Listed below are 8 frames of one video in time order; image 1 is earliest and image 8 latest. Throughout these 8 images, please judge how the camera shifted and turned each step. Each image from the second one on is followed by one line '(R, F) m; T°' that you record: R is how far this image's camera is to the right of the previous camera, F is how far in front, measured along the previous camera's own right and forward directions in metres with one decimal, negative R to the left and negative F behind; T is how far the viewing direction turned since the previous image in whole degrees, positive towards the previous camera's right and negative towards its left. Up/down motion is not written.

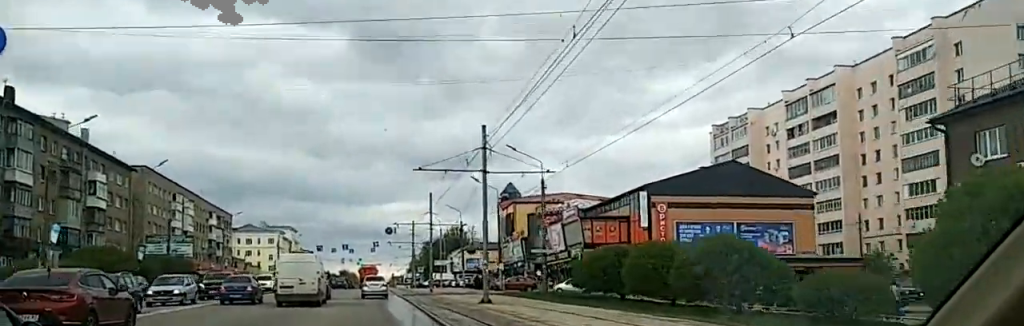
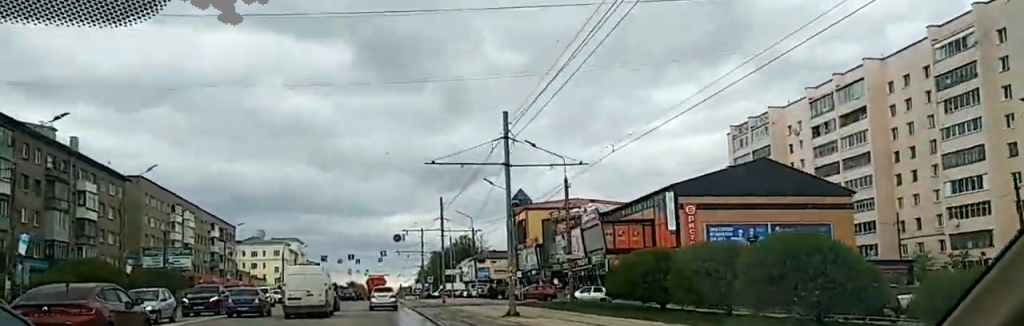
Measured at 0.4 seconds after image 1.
(-0.1, +5.7) m; 0°
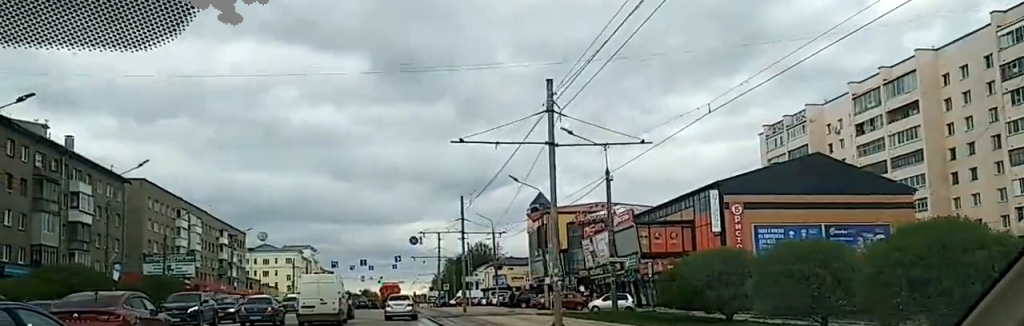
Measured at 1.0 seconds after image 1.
(+0.1, +7.2) m; 0°
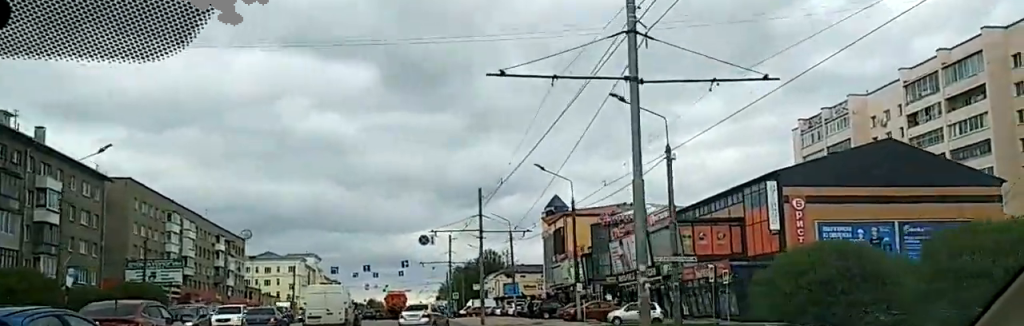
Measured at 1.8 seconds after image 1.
(+0.1, +9.6) m; 0°
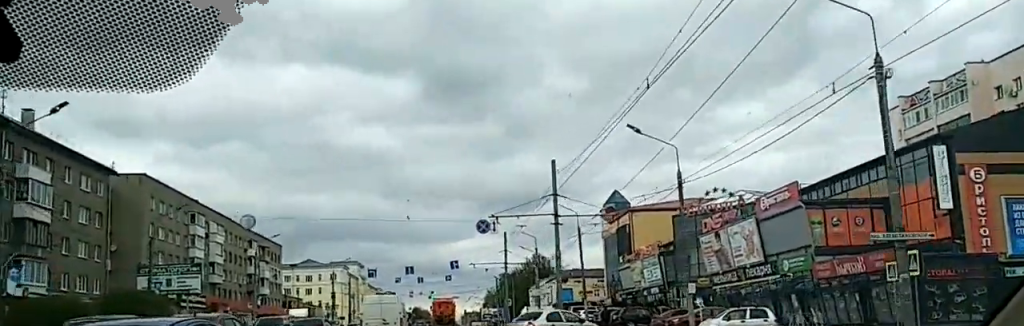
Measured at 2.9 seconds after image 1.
(-0.2, +13.5) m; -1°
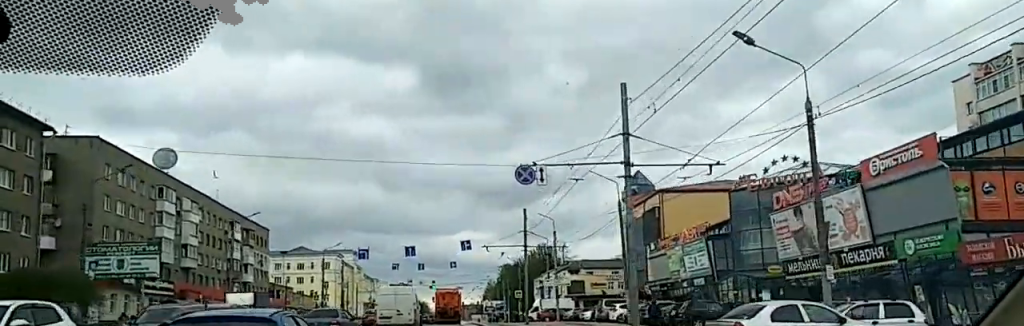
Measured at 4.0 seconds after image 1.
(-0.2, +12.9) m; -1°
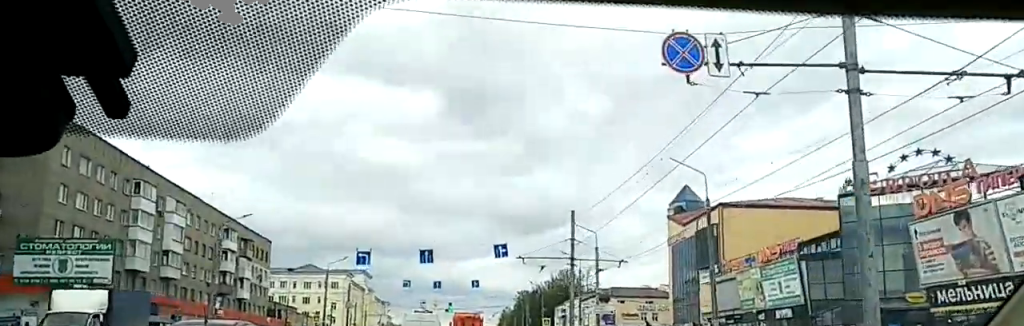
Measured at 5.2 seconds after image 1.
(+0.1, +13.1) m; 0°
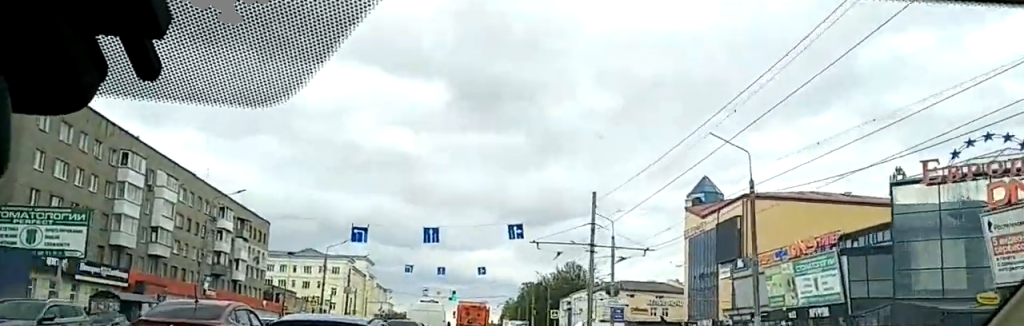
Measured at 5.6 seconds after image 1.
(0.0, +4.6) m; 0°
